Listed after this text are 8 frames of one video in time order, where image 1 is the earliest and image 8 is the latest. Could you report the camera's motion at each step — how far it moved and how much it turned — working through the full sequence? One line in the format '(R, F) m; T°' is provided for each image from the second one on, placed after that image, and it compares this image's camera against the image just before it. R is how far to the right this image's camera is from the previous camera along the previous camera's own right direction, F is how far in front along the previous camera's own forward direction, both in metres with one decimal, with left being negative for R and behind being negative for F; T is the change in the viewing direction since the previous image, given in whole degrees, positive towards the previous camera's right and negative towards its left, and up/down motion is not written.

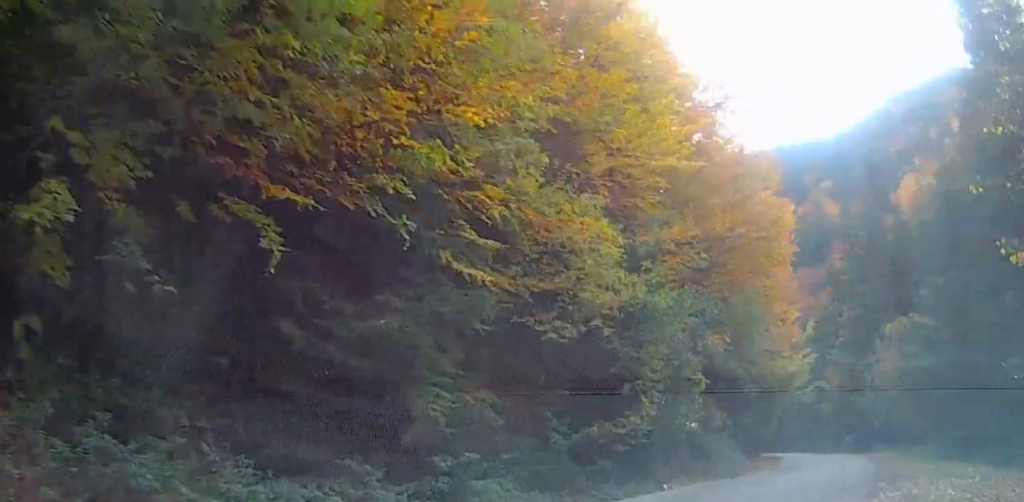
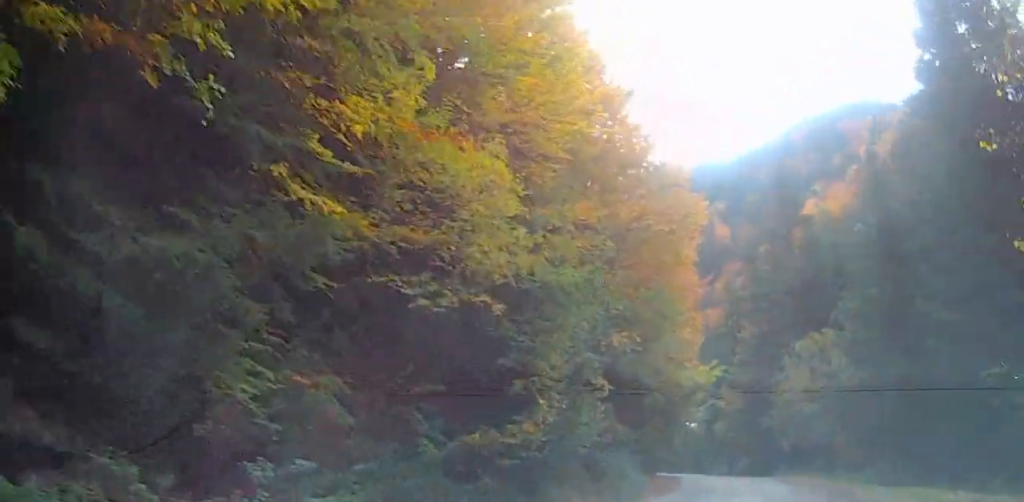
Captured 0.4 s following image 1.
(-0.1, +4.1) m; +8°
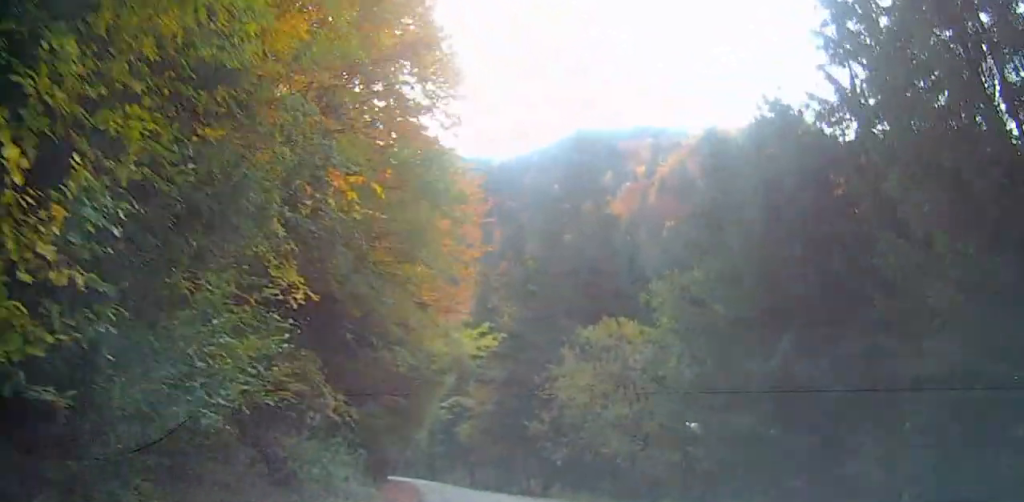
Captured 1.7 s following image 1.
(+2.3, +10.8) m; +20°
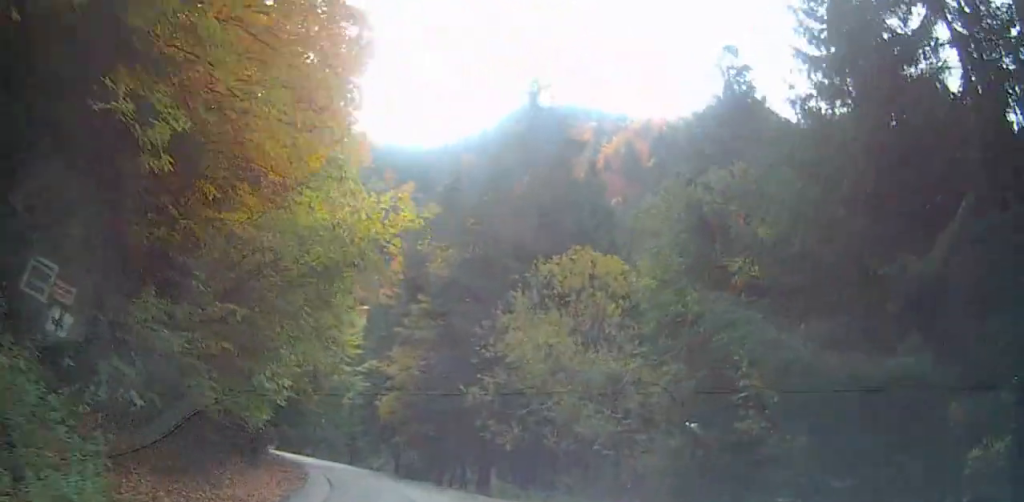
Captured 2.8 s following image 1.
(+1.3, +9.3) m; +16°
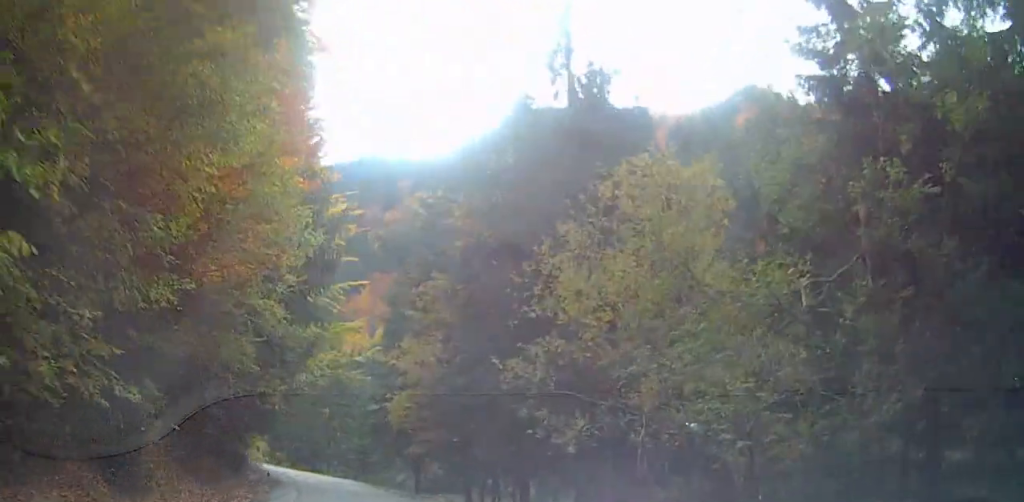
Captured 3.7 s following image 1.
(+1.2, +7.9) m; -1°
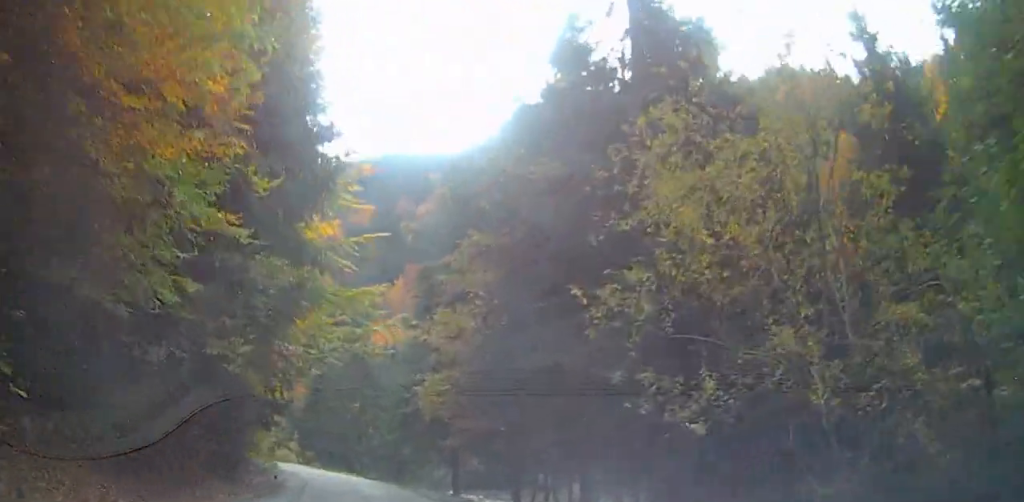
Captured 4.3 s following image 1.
(-1.1, +5.6) m; -6°
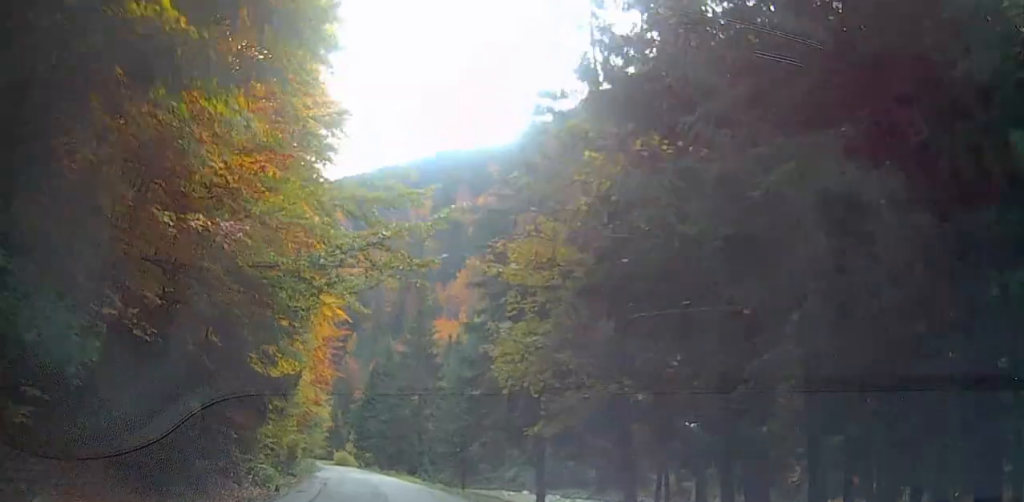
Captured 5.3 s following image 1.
(-0.1, +9.4) m; 0°
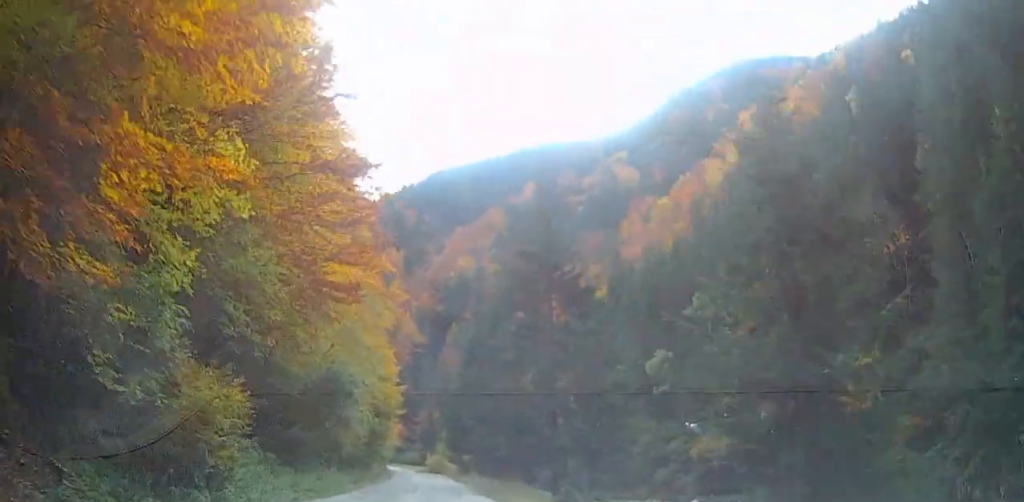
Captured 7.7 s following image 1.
(-1.4, +28.4) m; -8°
